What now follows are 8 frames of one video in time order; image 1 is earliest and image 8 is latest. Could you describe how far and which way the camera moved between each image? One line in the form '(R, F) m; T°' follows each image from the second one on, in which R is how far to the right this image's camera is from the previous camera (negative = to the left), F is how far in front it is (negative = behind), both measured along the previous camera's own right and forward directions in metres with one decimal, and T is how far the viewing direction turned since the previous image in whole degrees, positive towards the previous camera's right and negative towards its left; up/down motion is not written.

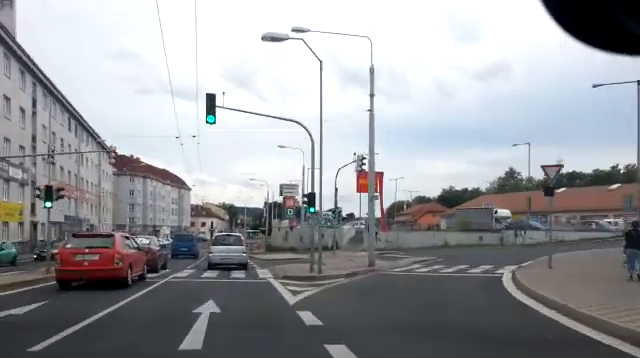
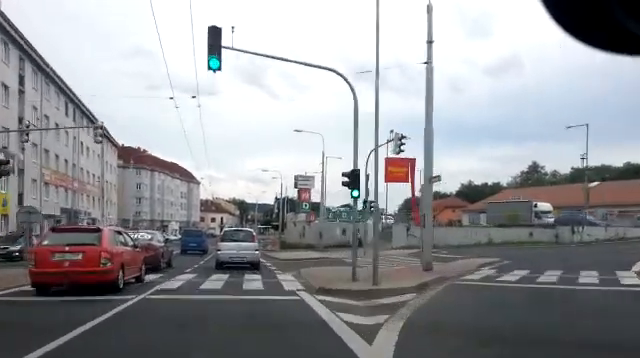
(-0.1, +5.7) m; -2°
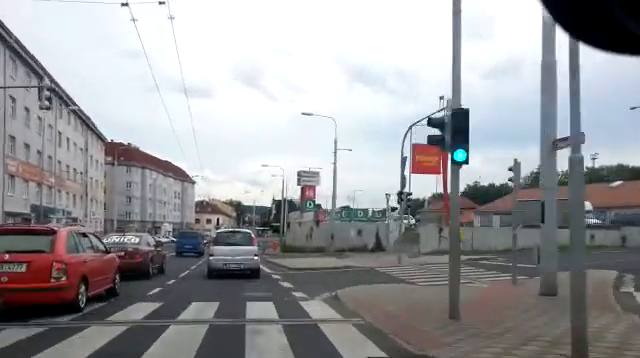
(-0.1, +6.9) m; -1°
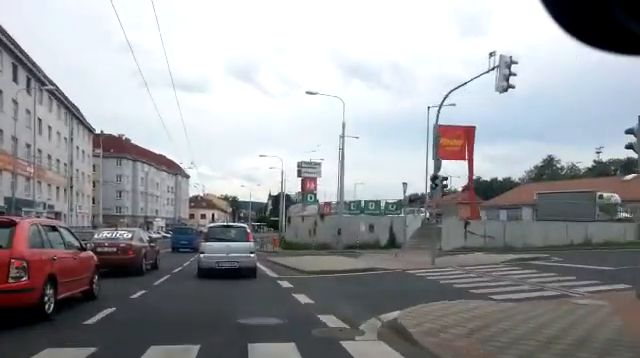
(-0.1, +4.4) m; 0°
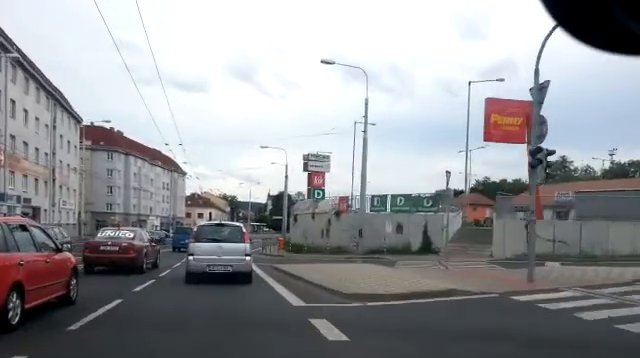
(+0.1, +6.3) m; +1°
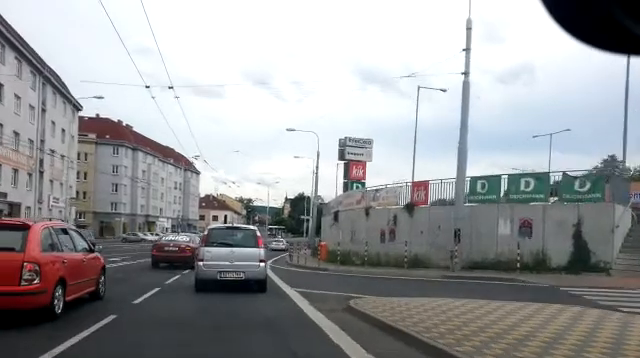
(+0.1, +10.6) m; -1°
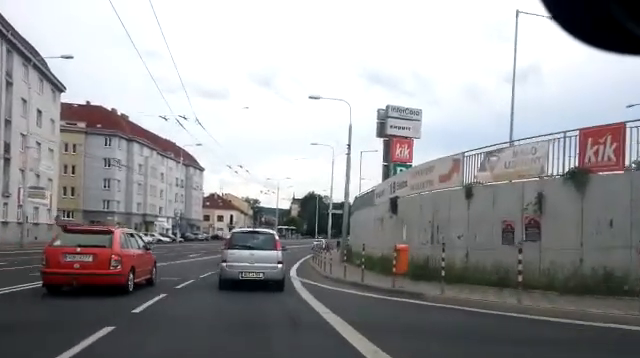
(-0.3, +10.1) m; -2°
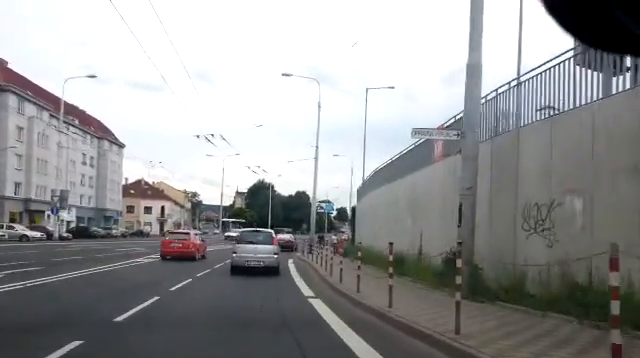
(+0.6, +22.7) m; +7°
